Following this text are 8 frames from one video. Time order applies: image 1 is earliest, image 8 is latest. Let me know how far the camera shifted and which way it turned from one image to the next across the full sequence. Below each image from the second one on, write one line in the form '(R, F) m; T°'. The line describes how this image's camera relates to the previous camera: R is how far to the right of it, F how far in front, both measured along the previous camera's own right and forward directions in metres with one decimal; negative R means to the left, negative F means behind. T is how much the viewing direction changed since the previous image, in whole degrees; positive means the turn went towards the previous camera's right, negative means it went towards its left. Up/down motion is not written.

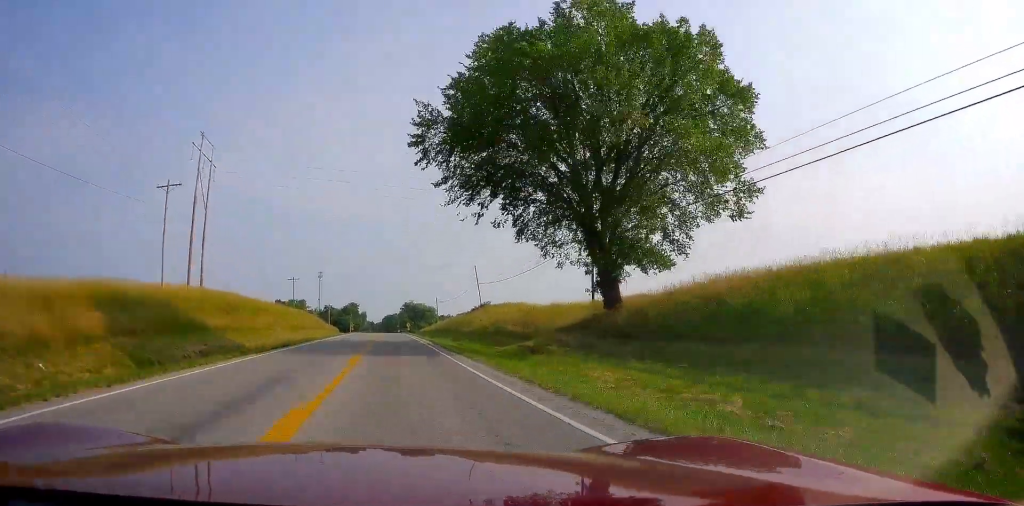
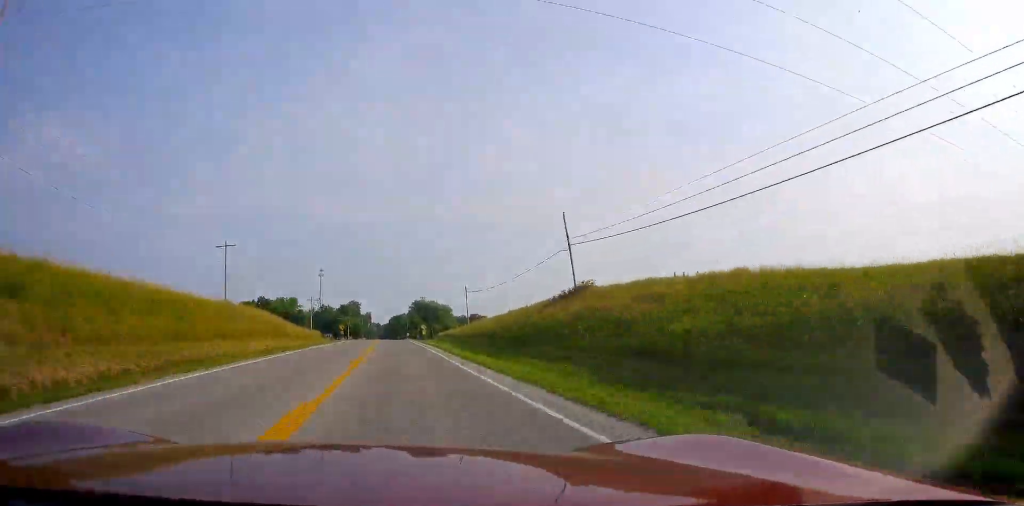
(+0.8, +48.1) m; 0°
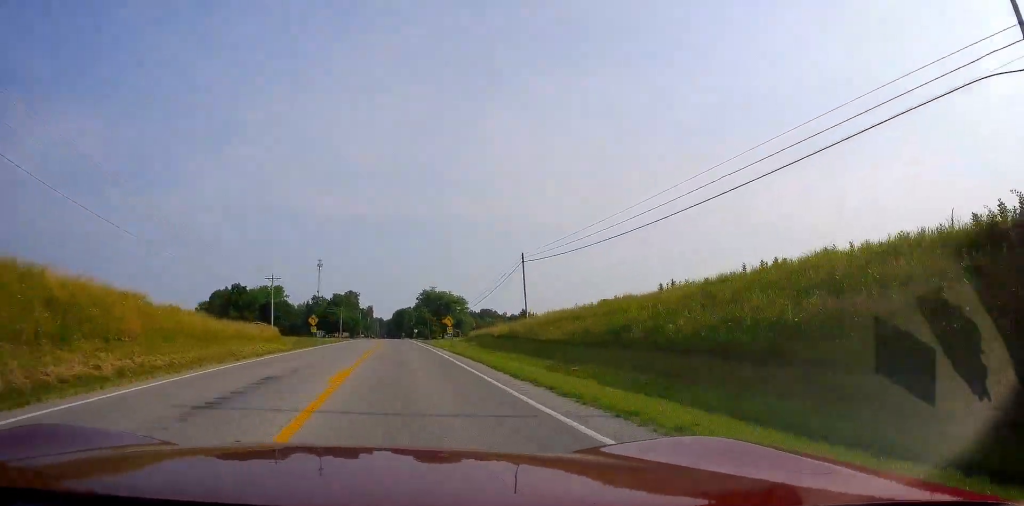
(-1.2, +41.8) m; -1°
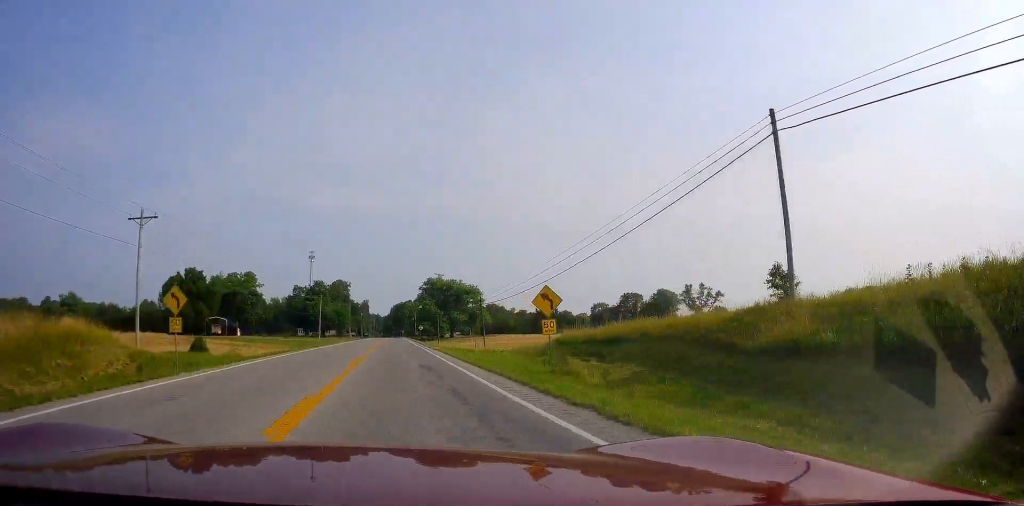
(+0.1, +43.0) m; 0°
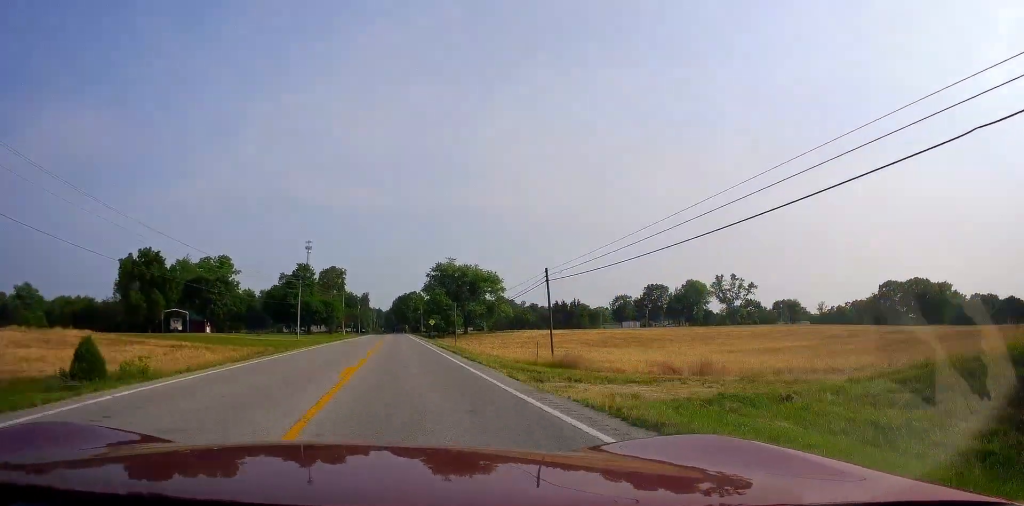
(0.0, +30.3) m; 0°
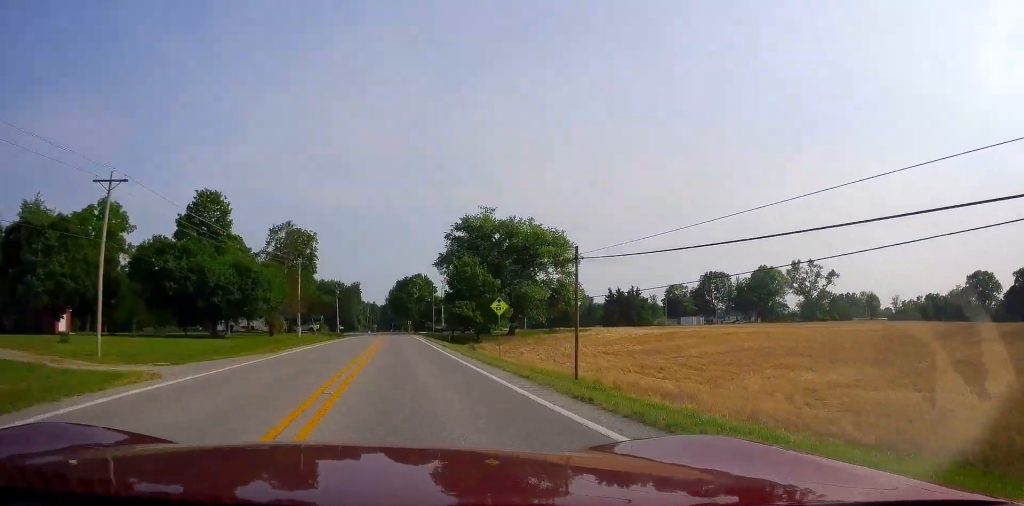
(+0.1, +61.5) m; +1°
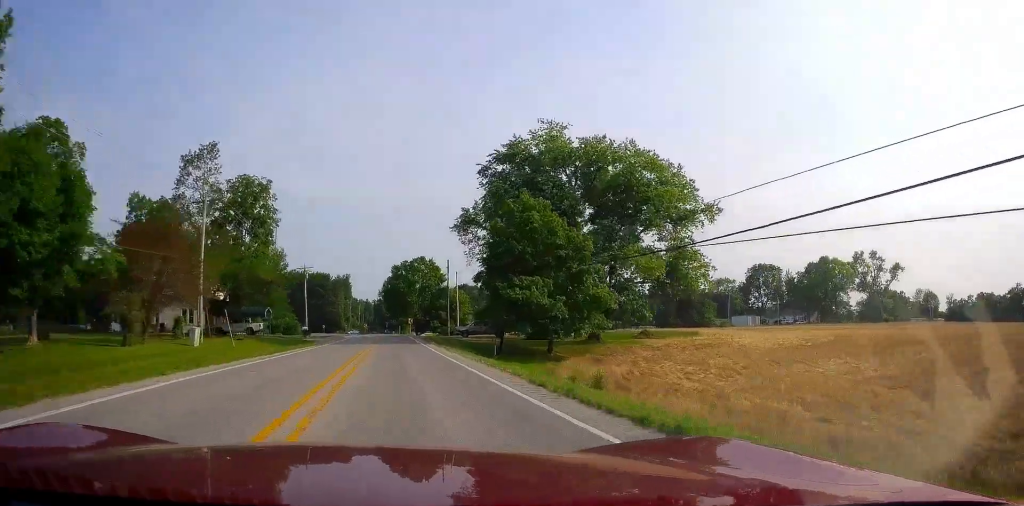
(+0.3, +38.0) m; 0°
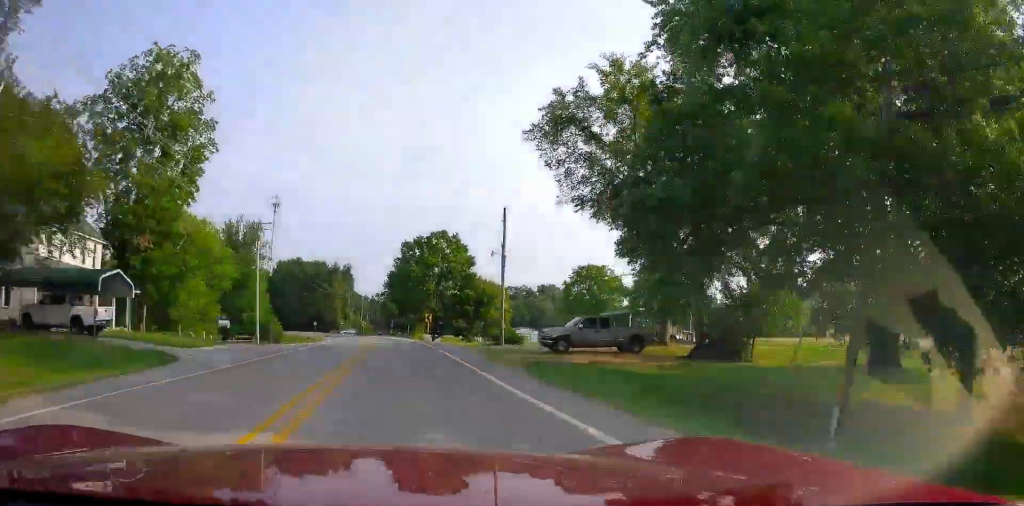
(+0.1, +33.7) m; -1°
